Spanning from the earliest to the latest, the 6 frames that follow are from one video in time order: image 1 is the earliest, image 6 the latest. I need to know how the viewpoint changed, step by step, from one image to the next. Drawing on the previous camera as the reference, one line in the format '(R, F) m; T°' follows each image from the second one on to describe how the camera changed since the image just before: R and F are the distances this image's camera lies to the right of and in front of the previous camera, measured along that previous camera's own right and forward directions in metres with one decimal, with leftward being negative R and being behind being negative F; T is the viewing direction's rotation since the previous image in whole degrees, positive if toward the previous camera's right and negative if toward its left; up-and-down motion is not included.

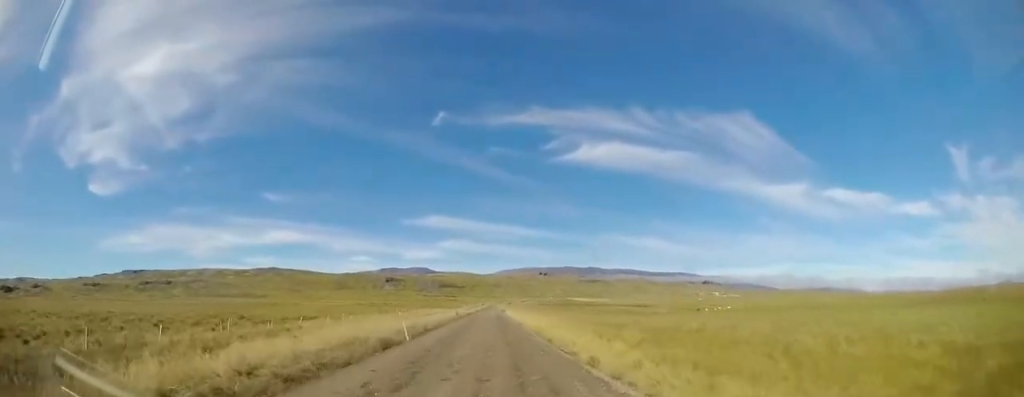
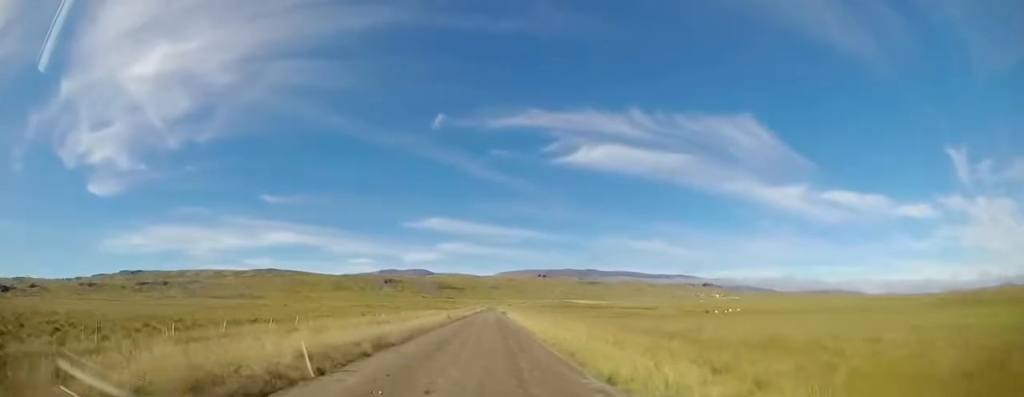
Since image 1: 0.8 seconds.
(-0.1, +9.2) m; +1°
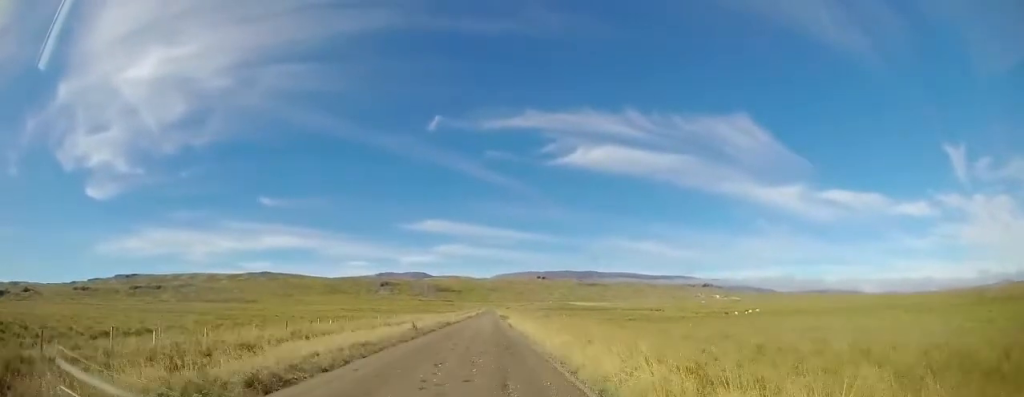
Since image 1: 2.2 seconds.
(+0.8, +16.8) m; +1°
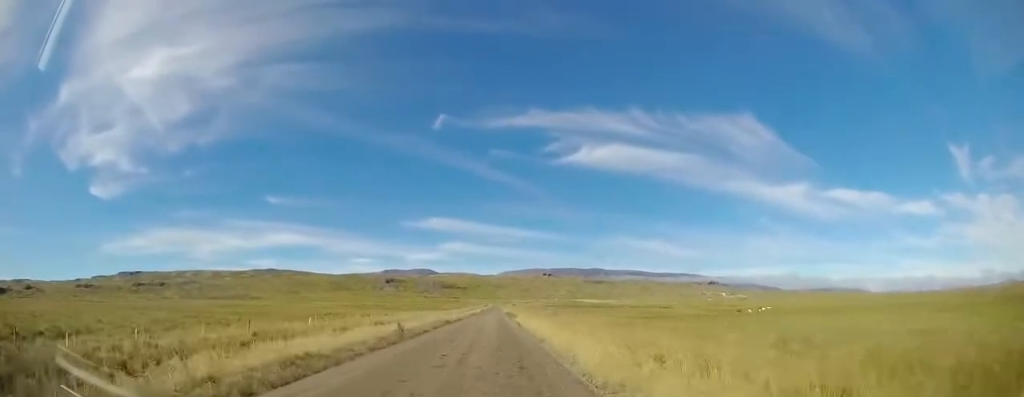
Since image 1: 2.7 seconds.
(+0.1, +5.4) m; -1°
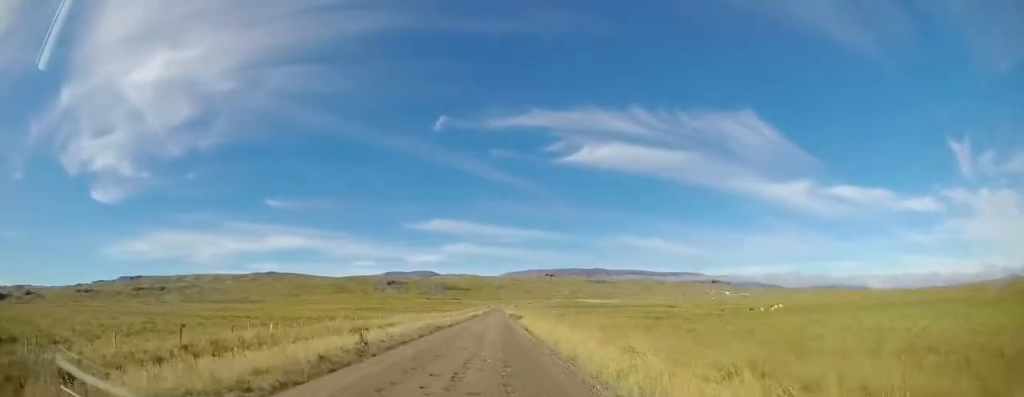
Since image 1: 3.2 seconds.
(-0.4, +6.2) m; -1°
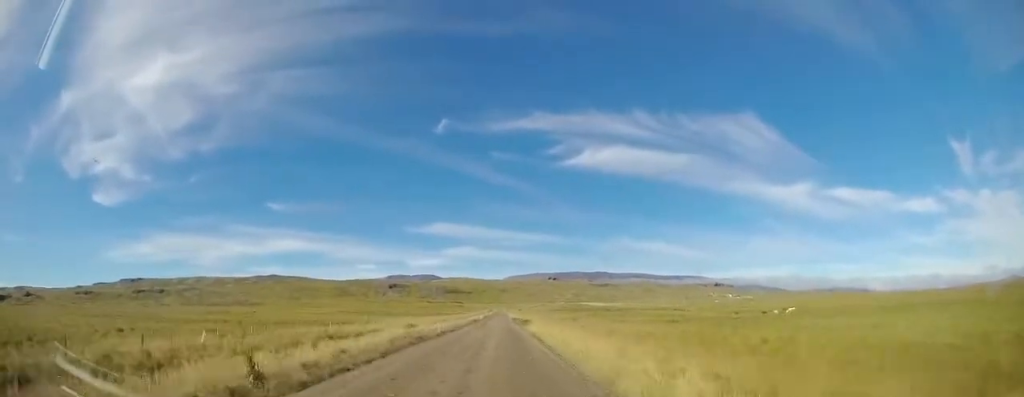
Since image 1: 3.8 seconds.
(0.0, +7.0) m; 0°
